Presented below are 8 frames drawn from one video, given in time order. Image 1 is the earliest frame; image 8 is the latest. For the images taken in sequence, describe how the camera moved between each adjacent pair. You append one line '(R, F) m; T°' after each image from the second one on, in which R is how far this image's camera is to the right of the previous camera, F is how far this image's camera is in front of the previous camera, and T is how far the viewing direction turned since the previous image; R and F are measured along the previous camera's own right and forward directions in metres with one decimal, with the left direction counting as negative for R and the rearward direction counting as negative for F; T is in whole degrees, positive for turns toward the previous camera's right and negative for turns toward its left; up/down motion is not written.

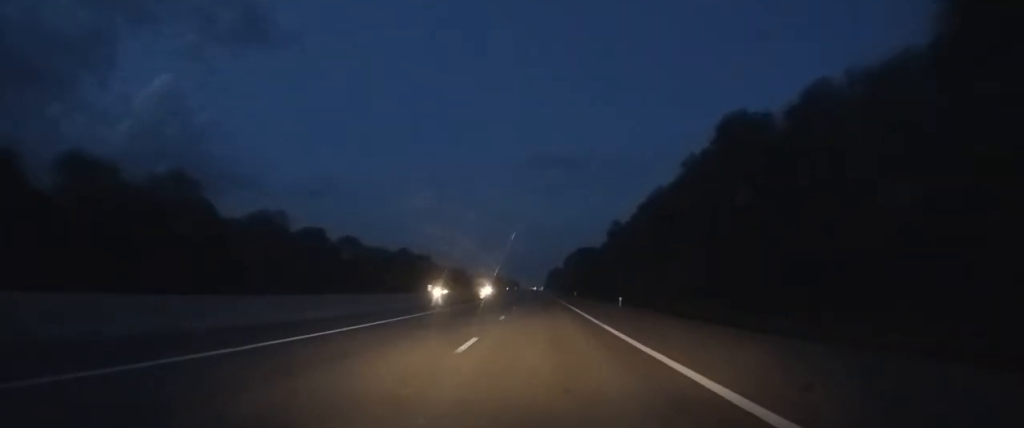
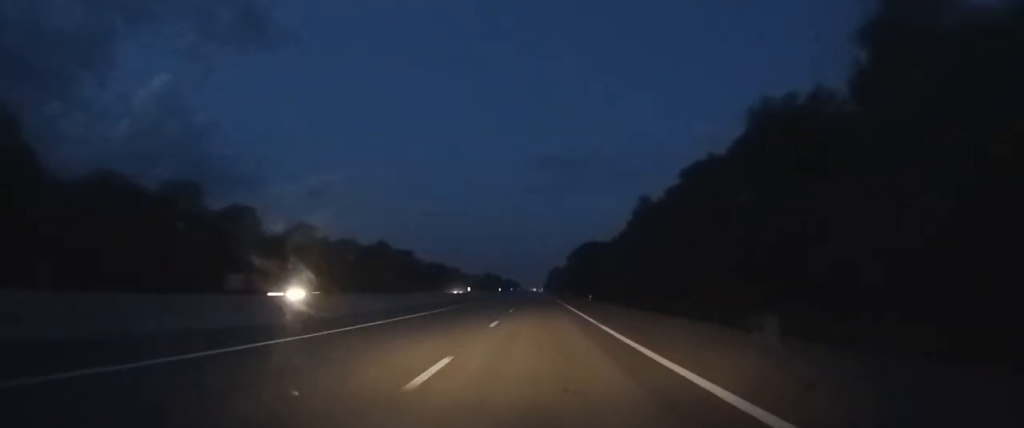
(0.0, +34.7) m; 0°
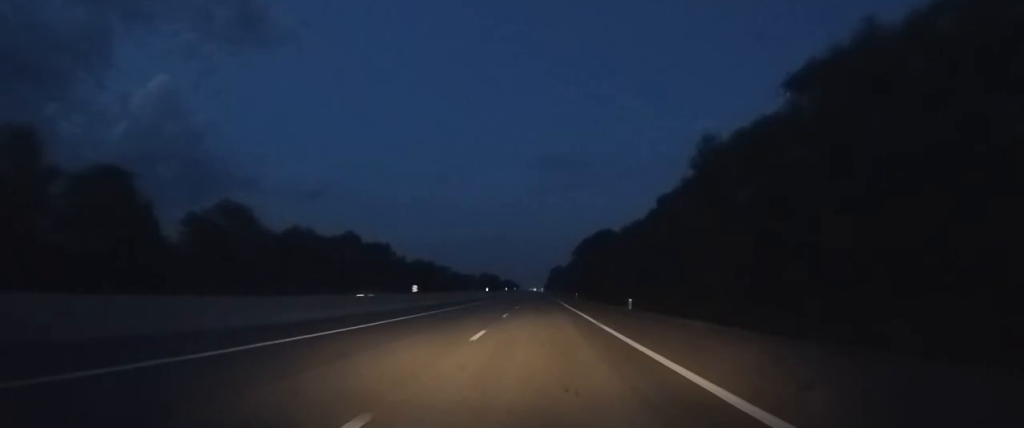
(0.0, +34.3) m; 0°
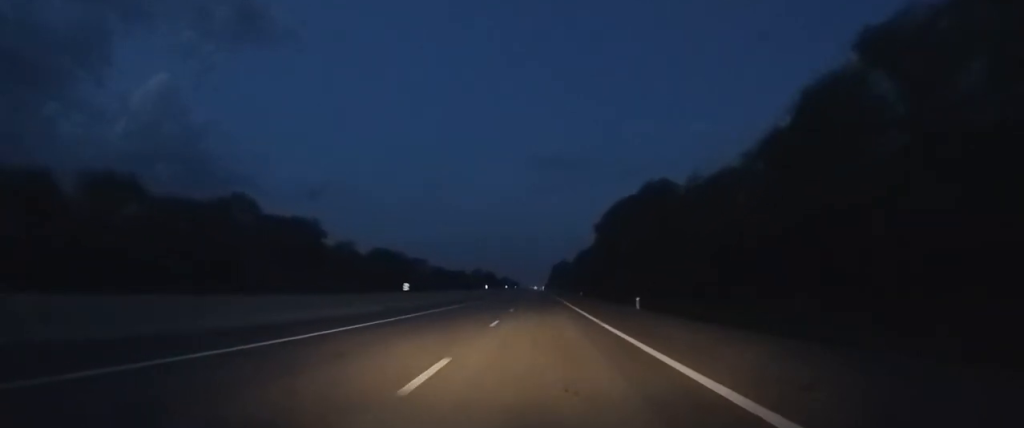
(0.0, +53.6) m; 0°
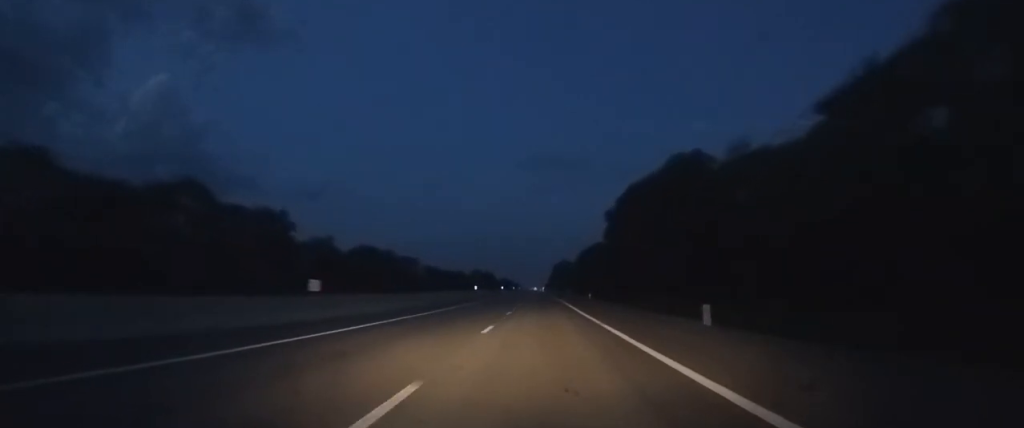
(0.0, +11.5) m; 0°
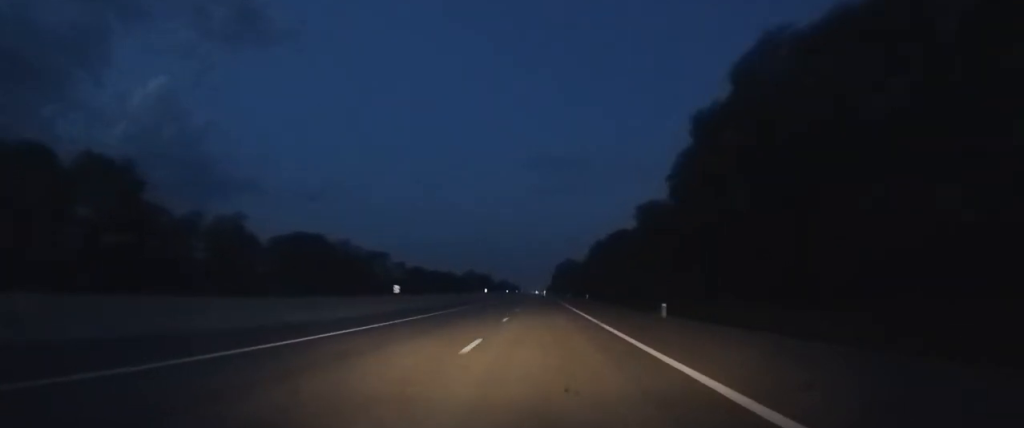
(0.0, +32.3) m; 0°
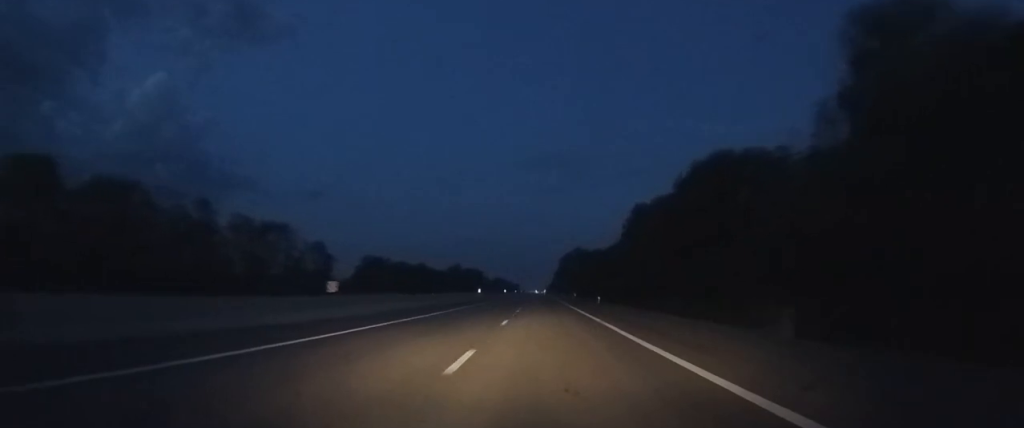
(+0.2, +66.3) m; 0°
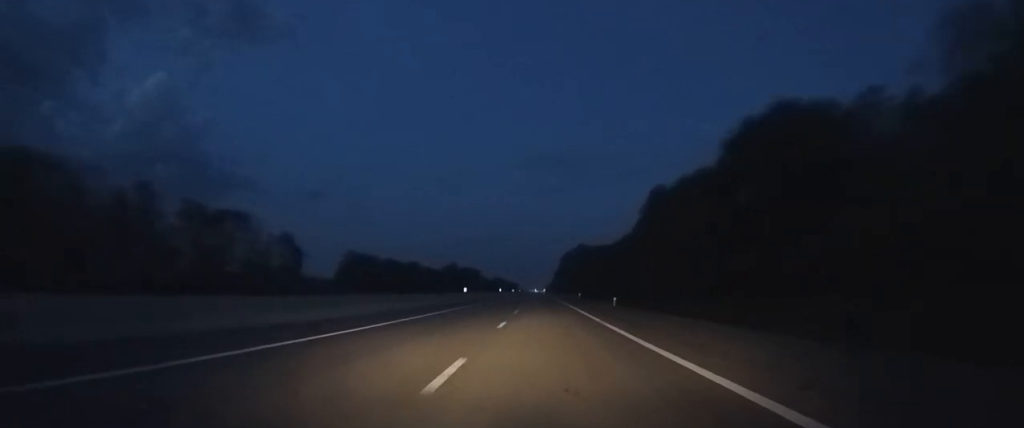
(0.0, +17.4) m; 0°
